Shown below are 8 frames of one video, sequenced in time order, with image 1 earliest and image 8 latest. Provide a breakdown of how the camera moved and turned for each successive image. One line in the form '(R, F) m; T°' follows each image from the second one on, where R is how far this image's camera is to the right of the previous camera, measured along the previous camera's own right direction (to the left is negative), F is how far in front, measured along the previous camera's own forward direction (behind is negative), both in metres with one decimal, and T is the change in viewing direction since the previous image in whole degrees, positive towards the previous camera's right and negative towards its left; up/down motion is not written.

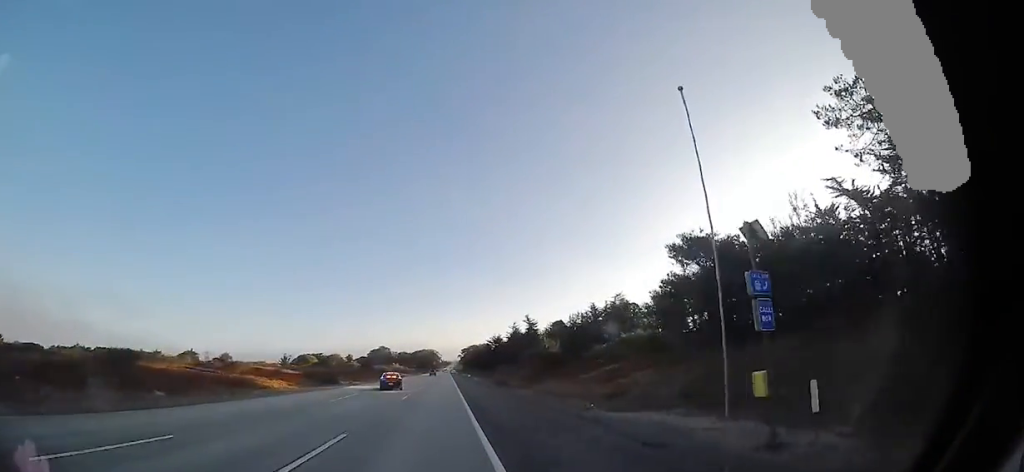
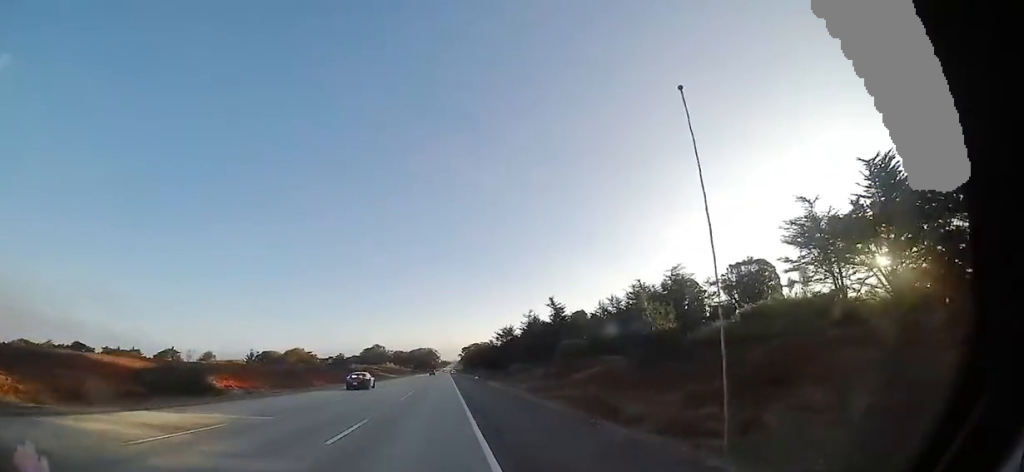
(-0.3, +27.5) m; -1°
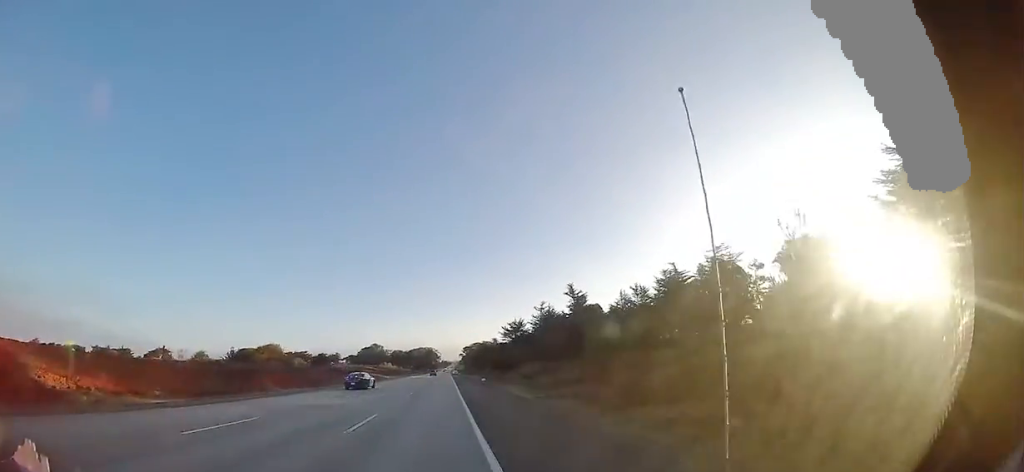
(-0.1, +13.4) m; 0°
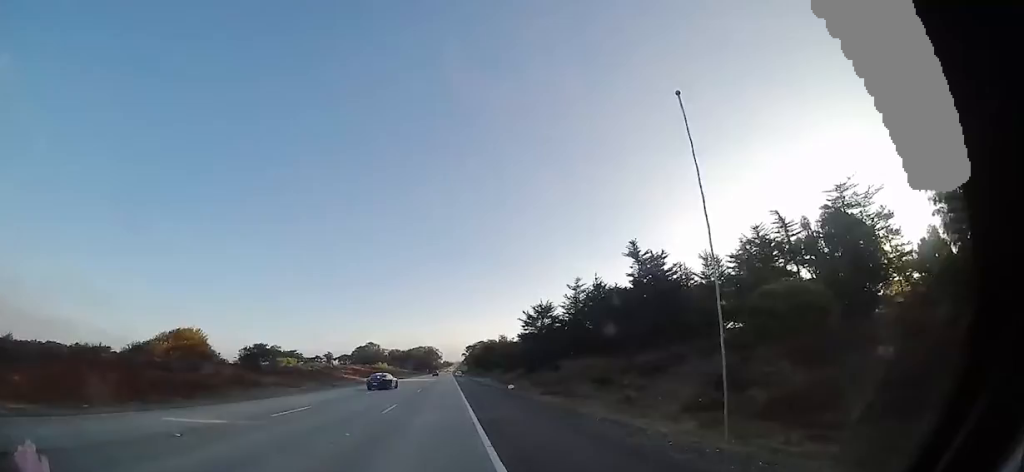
(+0.2, +25.3) m; 0°
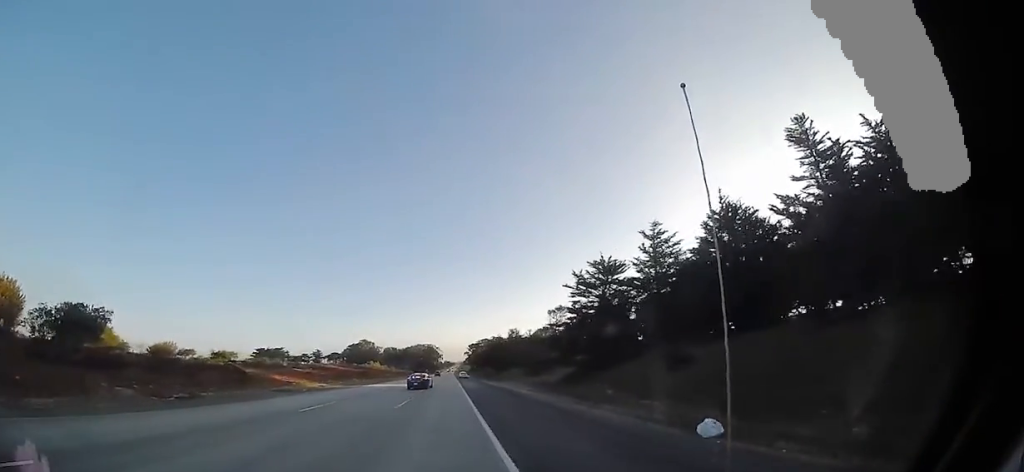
(0.0, +27.3) m; 0°
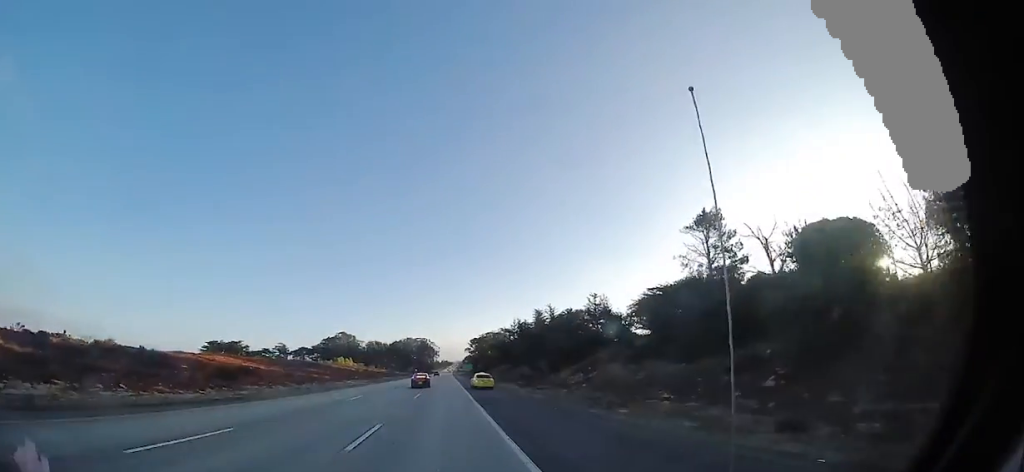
(+0.5, +51.7) m; +1°
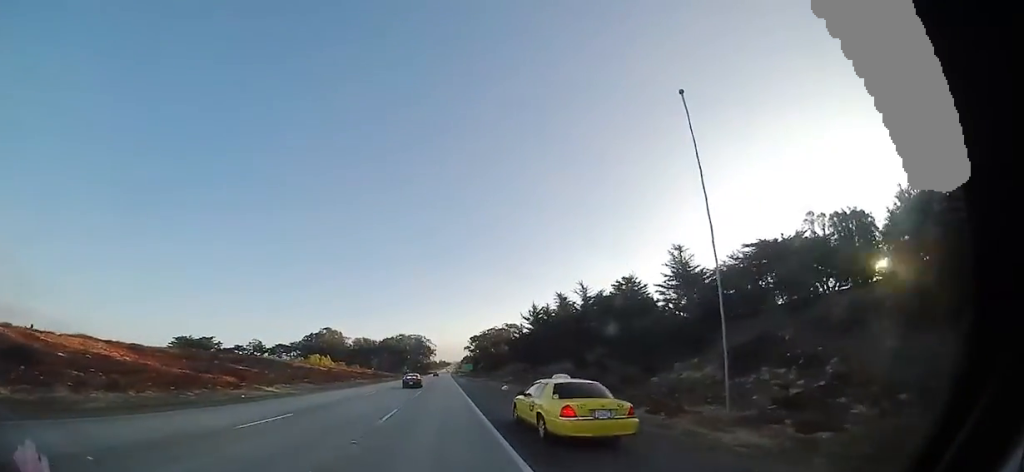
(-0.1, +24.7) m; -1°
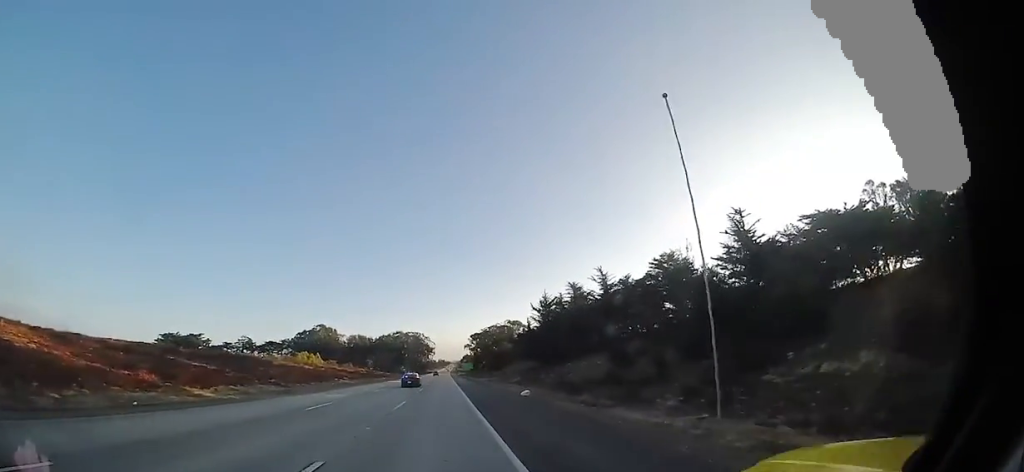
(-0.1, +9.4) m; 0°
